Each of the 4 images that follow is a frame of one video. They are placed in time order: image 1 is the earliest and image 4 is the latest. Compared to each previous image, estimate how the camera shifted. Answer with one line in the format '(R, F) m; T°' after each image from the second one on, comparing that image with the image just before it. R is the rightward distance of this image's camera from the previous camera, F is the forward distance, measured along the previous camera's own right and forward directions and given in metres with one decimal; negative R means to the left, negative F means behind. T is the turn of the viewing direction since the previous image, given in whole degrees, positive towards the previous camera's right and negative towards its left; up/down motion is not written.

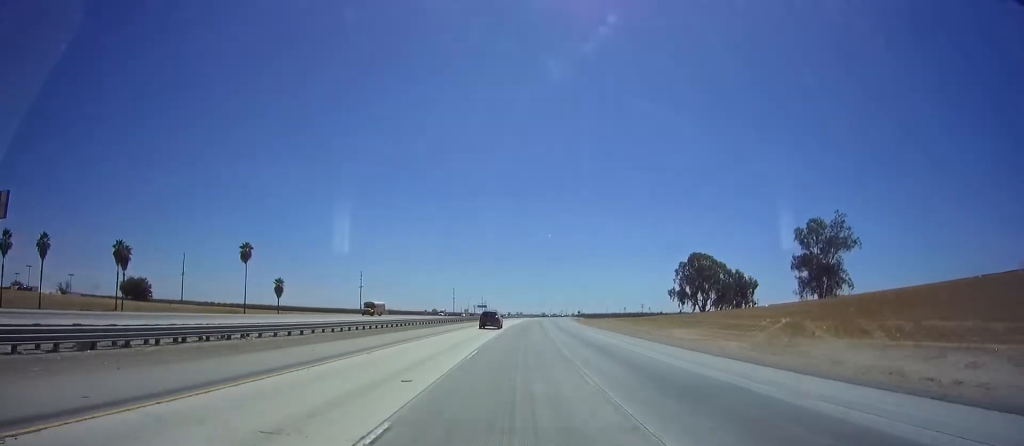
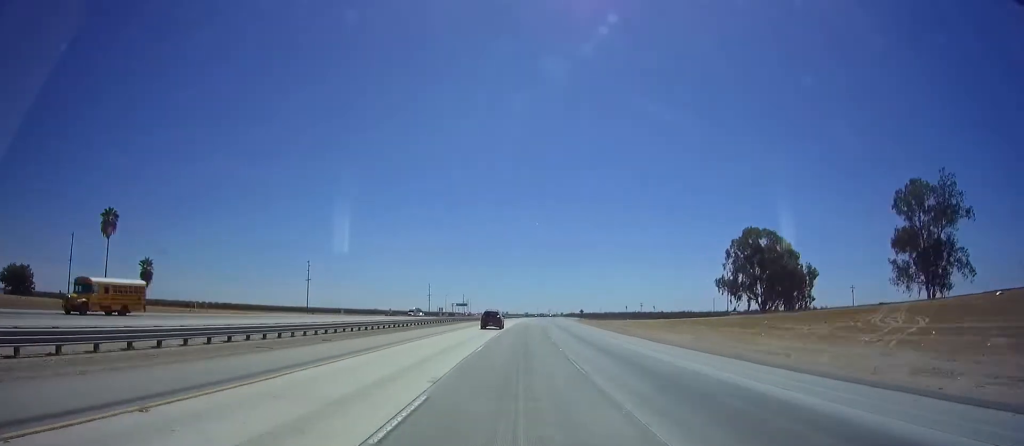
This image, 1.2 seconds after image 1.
(+1.3, +41.0) m; +3°
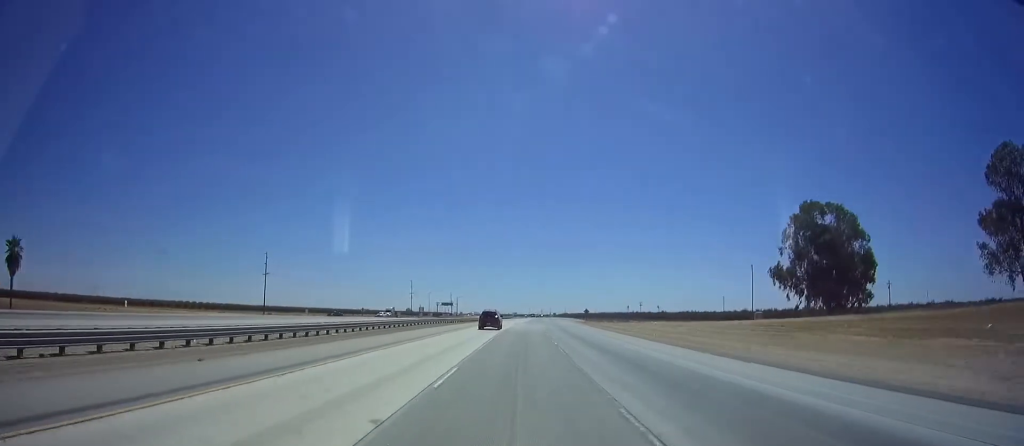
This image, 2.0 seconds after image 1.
(+0.1, +24.5) m; 0°
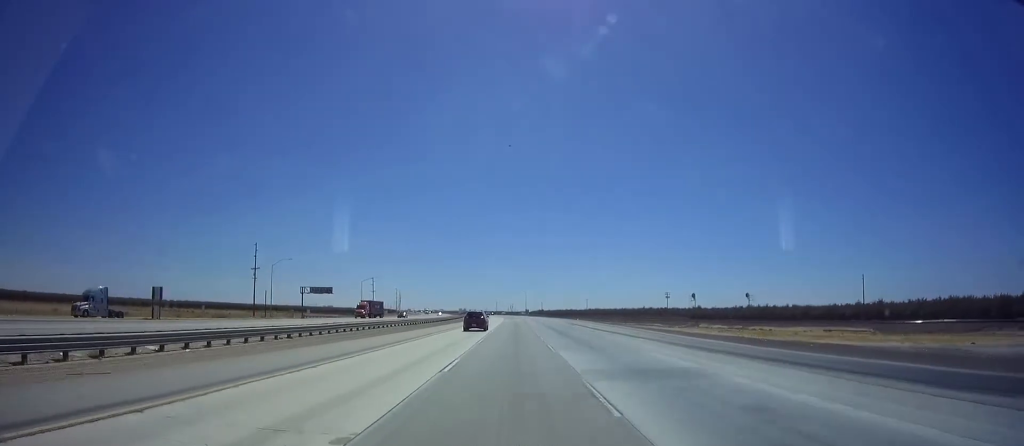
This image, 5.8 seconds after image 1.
(+4.0, +128.6) m; +3°
